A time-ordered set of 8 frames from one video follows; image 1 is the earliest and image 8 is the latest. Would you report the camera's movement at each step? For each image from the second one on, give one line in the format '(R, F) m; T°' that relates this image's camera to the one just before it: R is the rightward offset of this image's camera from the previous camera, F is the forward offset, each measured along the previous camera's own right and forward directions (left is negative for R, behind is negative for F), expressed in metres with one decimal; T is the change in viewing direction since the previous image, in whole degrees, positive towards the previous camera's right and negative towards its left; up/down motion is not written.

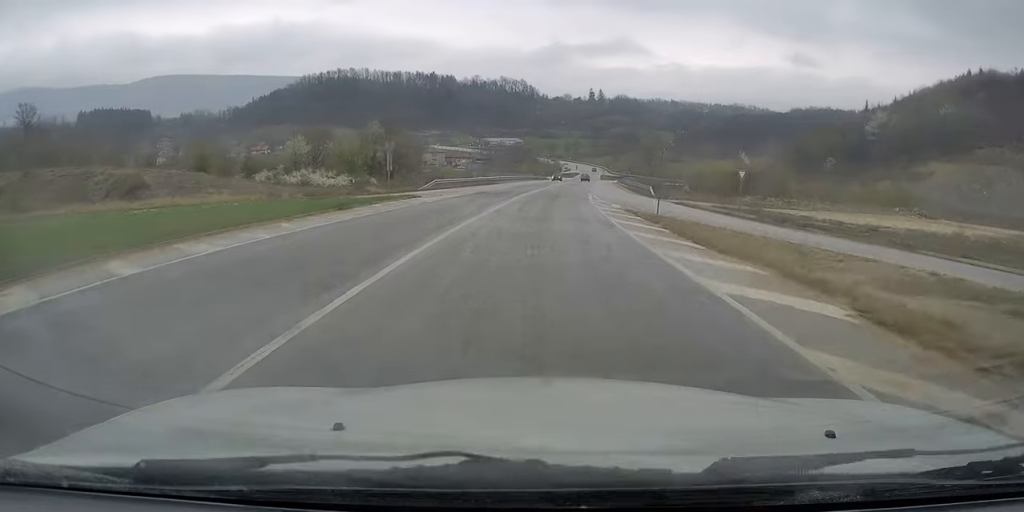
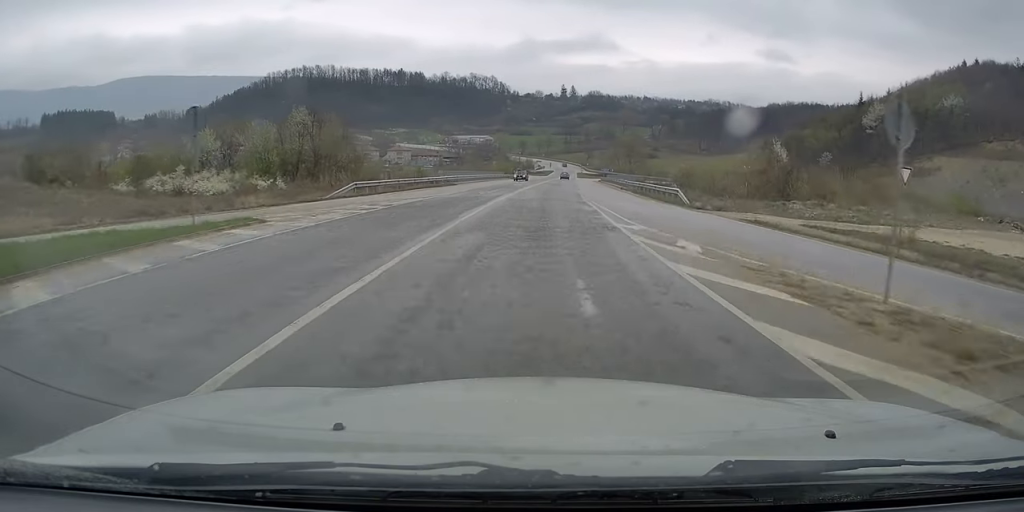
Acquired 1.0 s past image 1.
(+0.4, +18.3) m; +1°
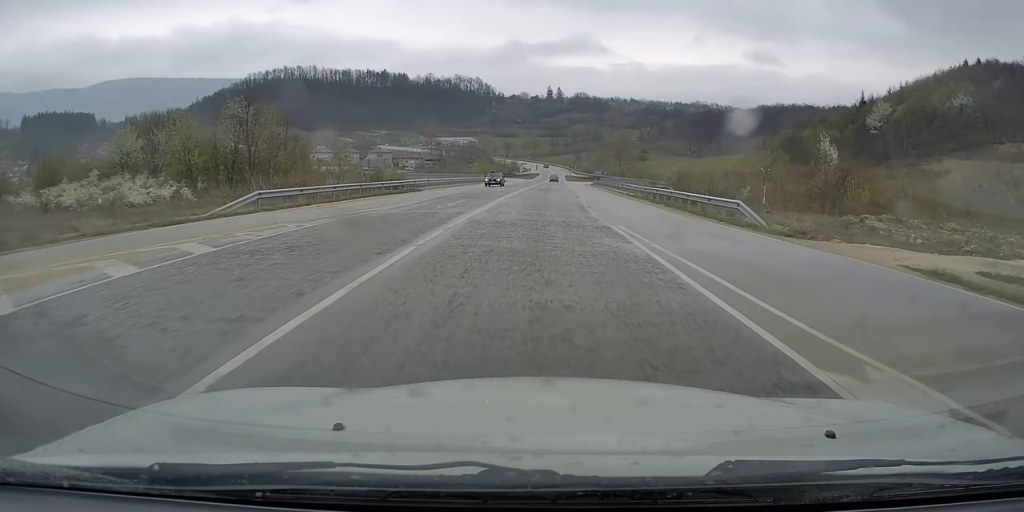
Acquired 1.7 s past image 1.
(0.0, +12.2) m; +1°
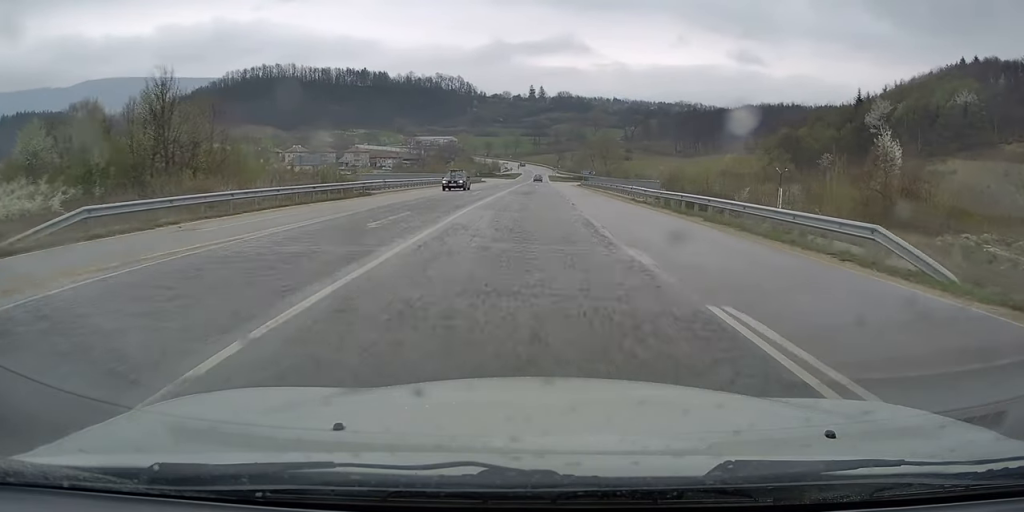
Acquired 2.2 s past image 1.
(-0.1, +10.3) m; +1°
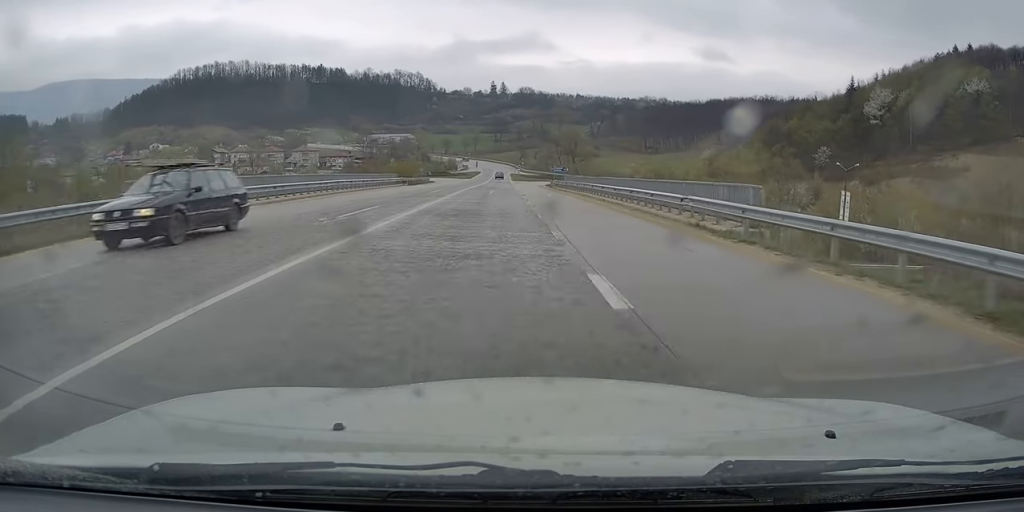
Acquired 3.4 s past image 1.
(+0.8, +21.4) m; +2°
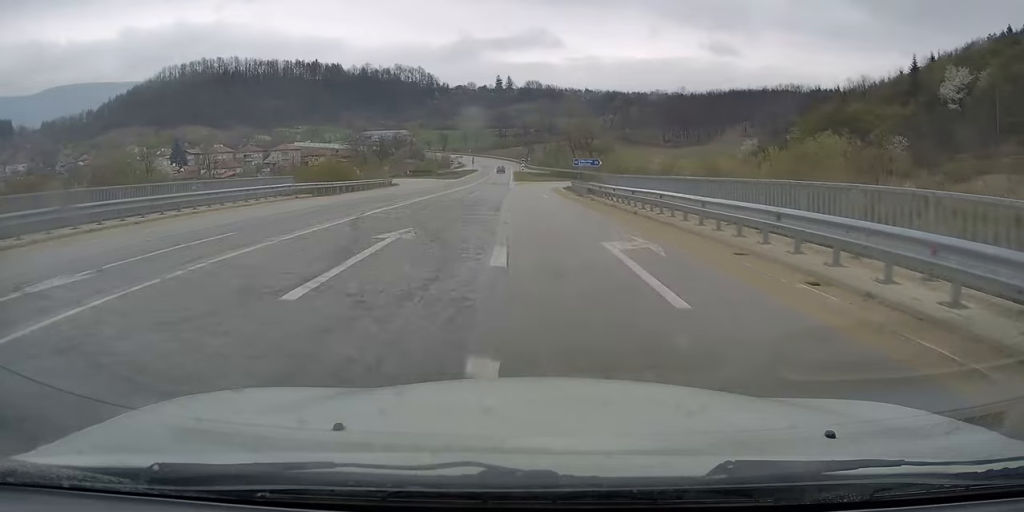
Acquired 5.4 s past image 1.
(+0.2, +33.8) m; 0°
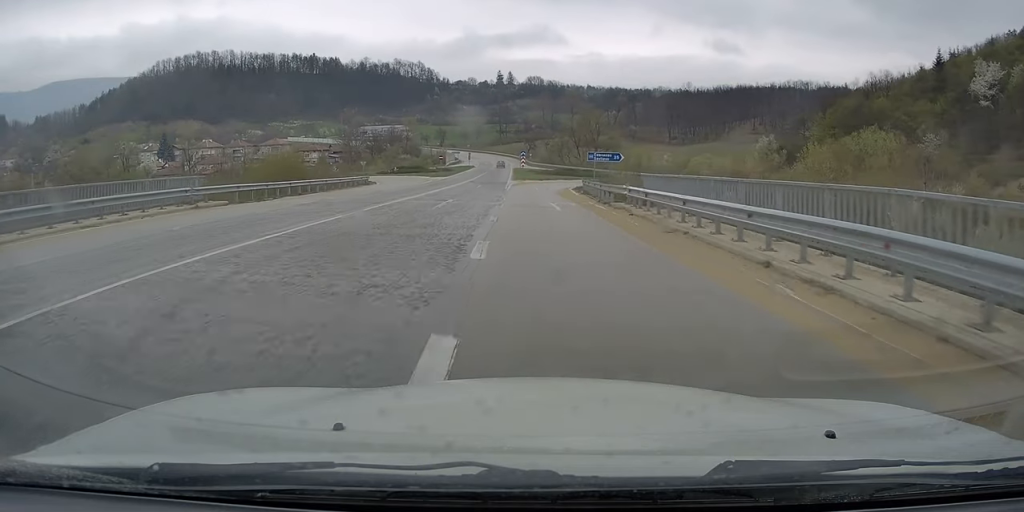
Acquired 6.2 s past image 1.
(-0.2, +11.3) m; -1°
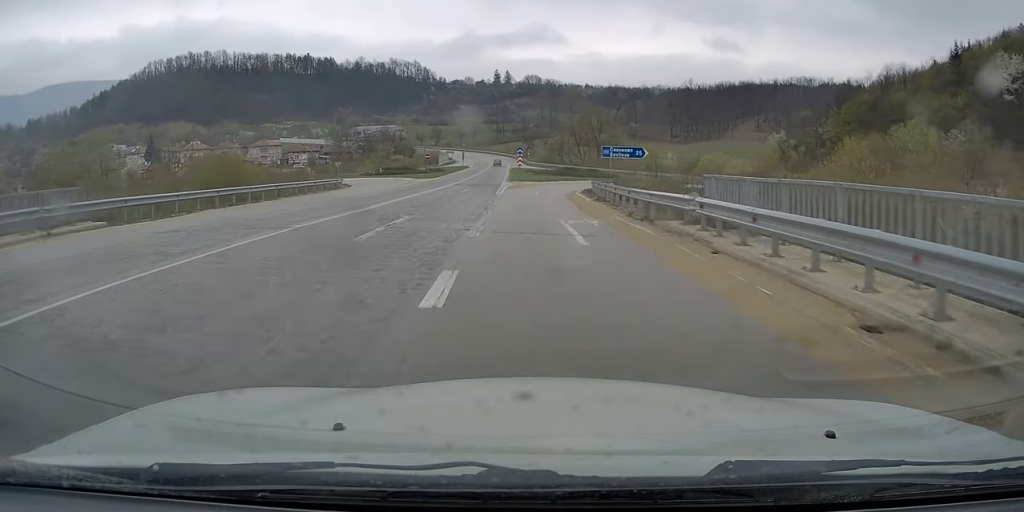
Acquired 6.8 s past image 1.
(0.0, +8.6) m; 0°
